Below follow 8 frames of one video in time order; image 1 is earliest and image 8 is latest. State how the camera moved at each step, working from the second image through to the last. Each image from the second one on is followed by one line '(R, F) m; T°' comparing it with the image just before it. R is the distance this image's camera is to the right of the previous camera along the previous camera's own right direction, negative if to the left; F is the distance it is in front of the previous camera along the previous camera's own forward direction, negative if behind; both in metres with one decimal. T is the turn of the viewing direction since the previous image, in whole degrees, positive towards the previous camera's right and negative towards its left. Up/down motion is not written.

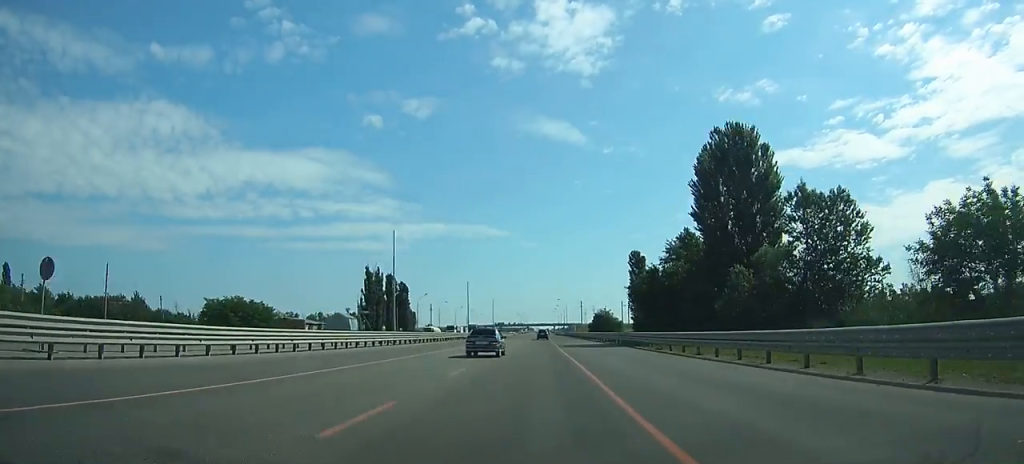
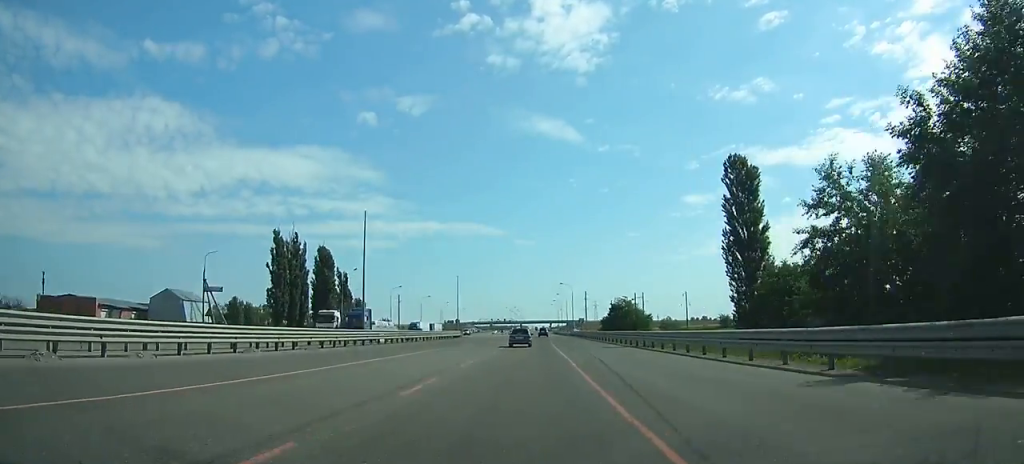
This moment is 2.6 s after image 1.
(+0.4, +59.9) m; +1°
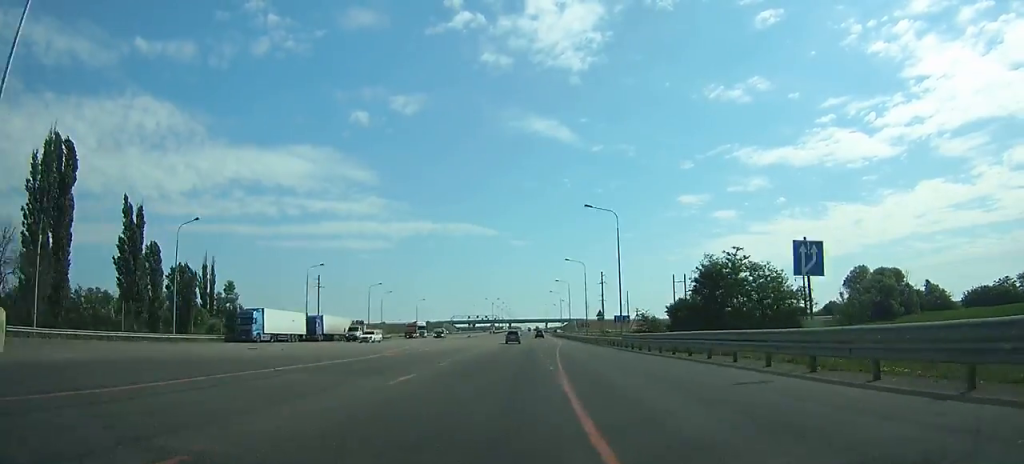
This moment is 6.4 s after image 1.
(+0.5, +87.9) m; +1°
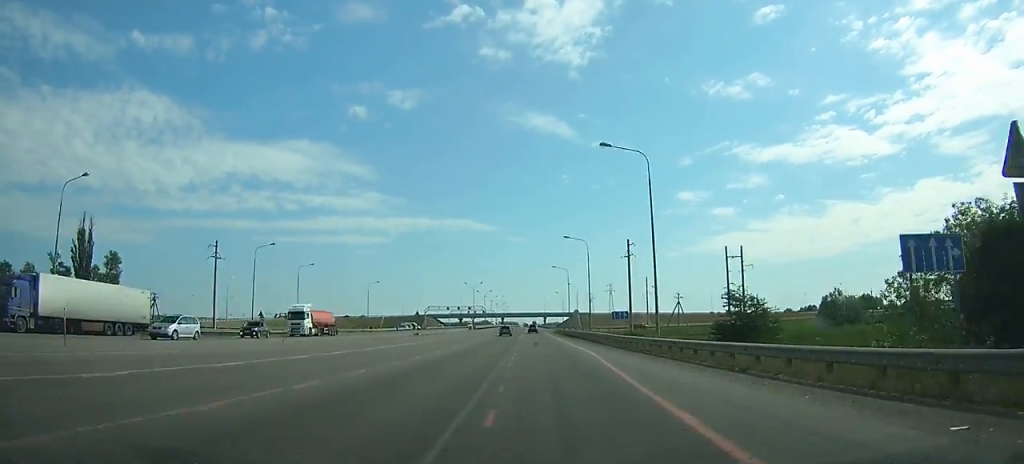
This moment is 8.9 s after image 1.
(+0.3, +54.0) m; 0°
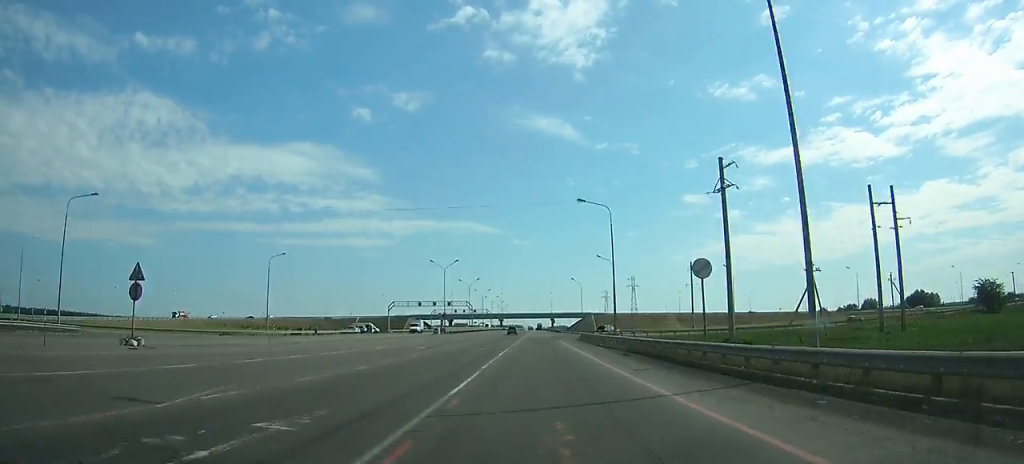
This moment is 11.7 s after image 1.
(-0.1, +53.8) m; 0°
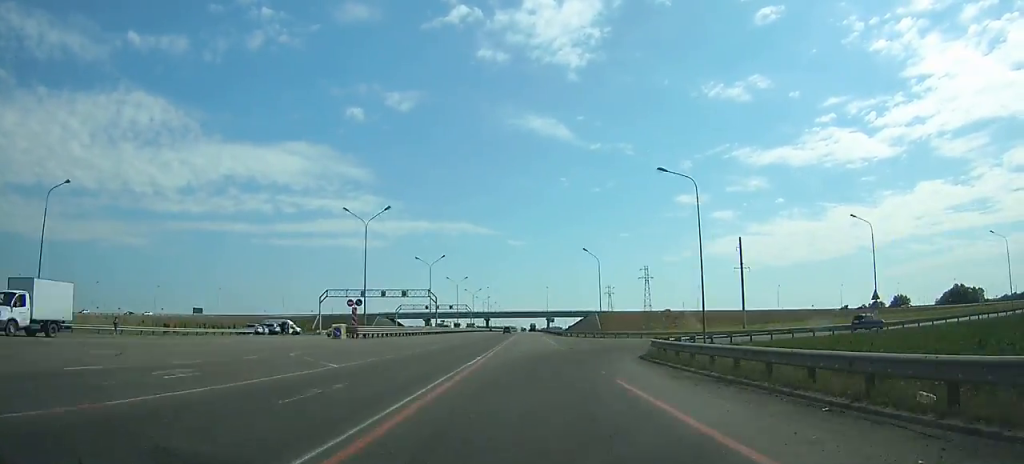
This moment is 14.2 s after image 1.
(-0.5, +41.1) m; +6°
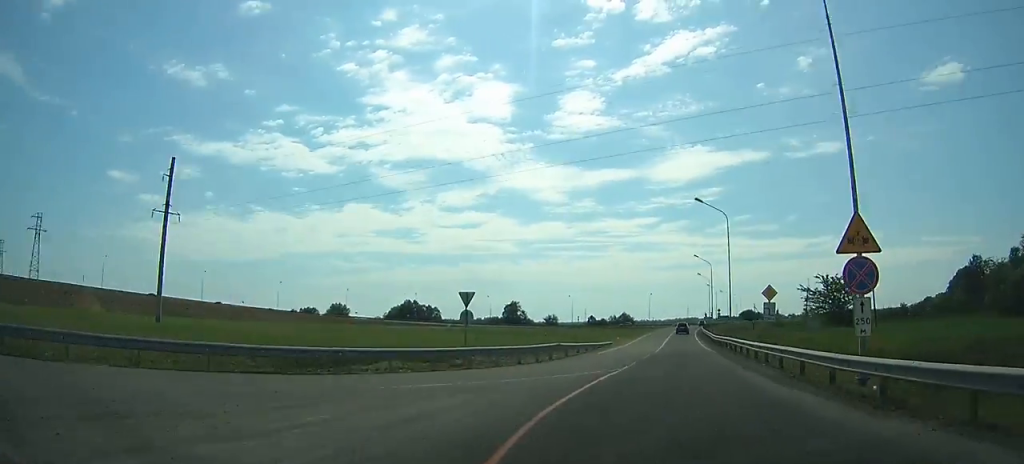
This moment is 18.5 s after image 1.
(+15.7, +52.8) m; +39°
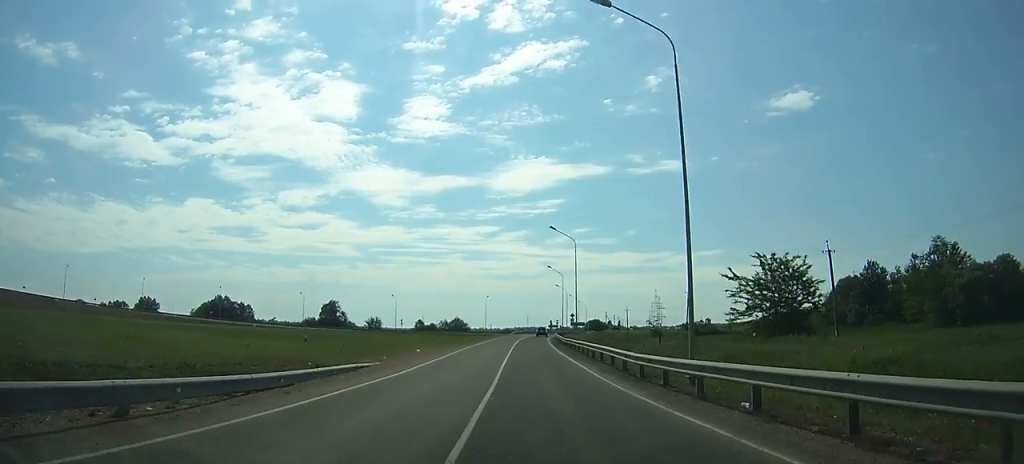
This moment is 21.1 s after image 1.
(+8.4, +32.8) m; +21°
